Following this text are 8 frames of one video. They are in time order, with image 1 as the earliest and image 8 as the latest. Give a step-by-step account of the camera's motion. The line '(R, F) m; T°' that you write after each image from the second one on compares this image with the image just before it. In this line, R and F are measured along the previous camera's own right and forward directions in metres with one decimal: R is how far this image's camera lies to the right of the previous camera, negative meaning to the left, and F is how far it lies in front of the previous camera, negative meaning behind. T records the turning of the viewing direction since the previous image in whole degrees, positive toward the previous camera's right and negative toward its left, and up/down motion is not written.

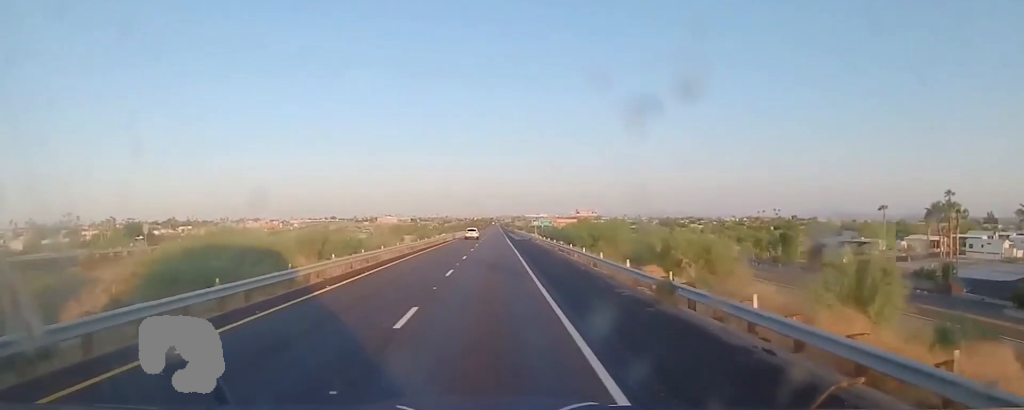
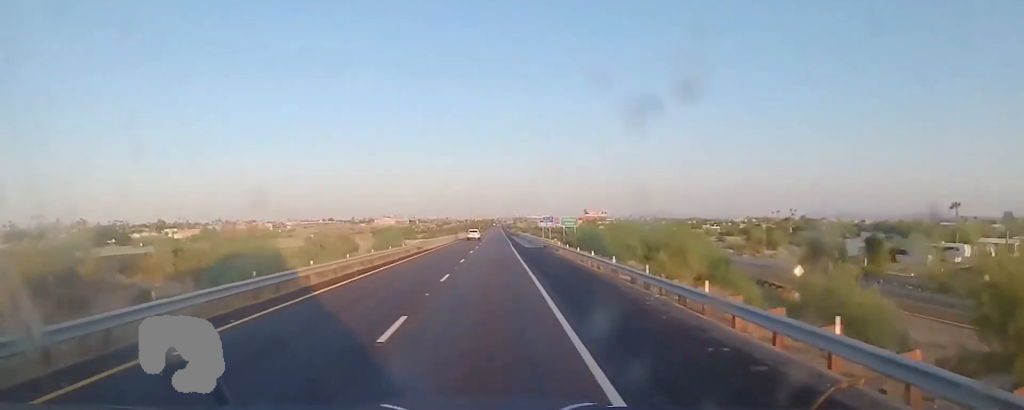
(+0.1, +25.5) m; 0°
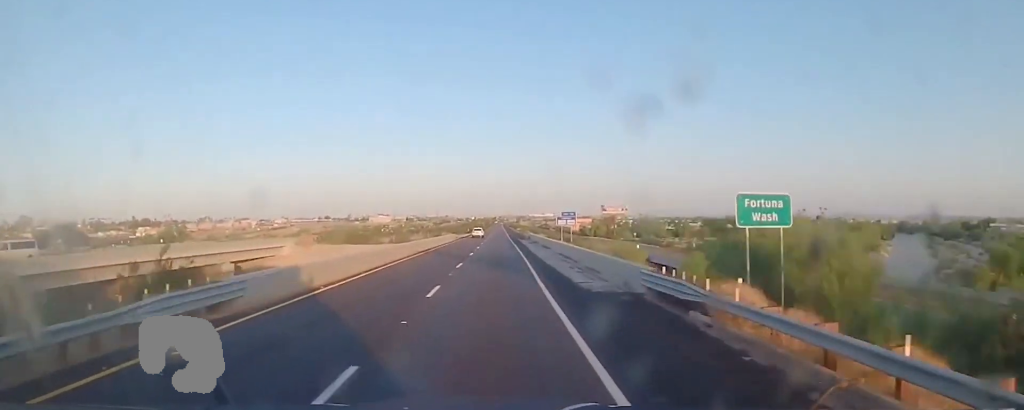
(+0.1, +42.5) m; 0°
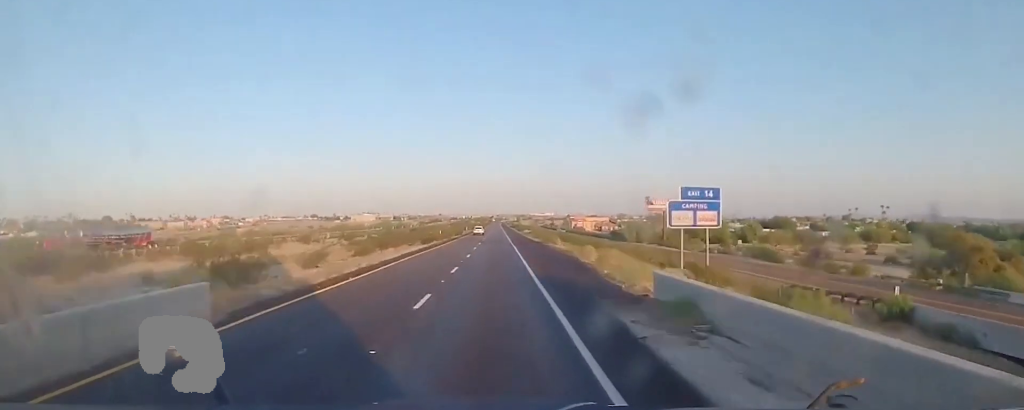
(-0.4, +75.4) m; 0°
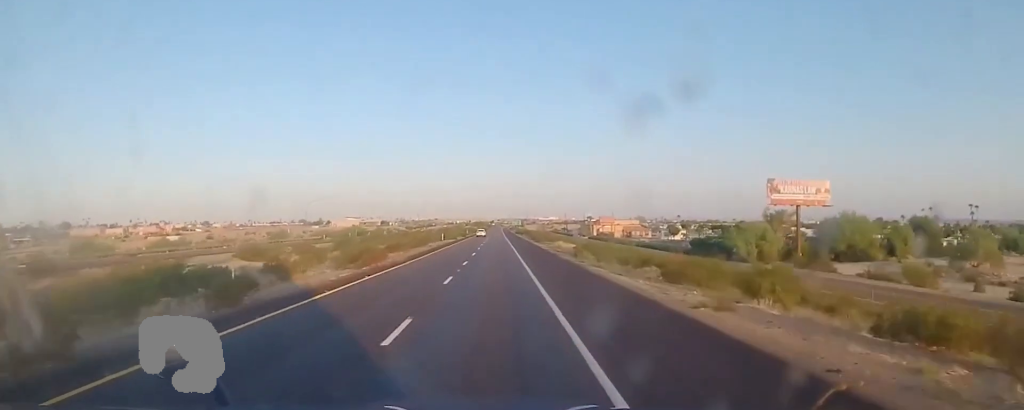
(+0.2, +76.9) m; +1°
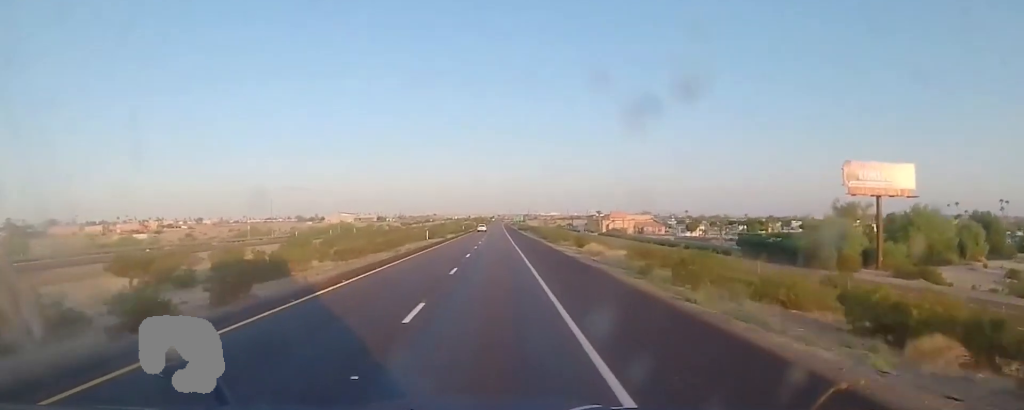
(+0.1, +22.0) m; 0°
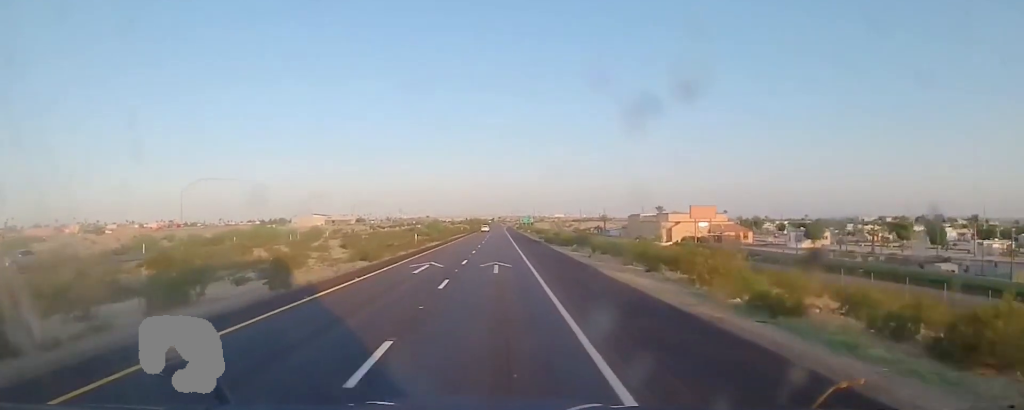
(-0.9, +89.8) m; -1°
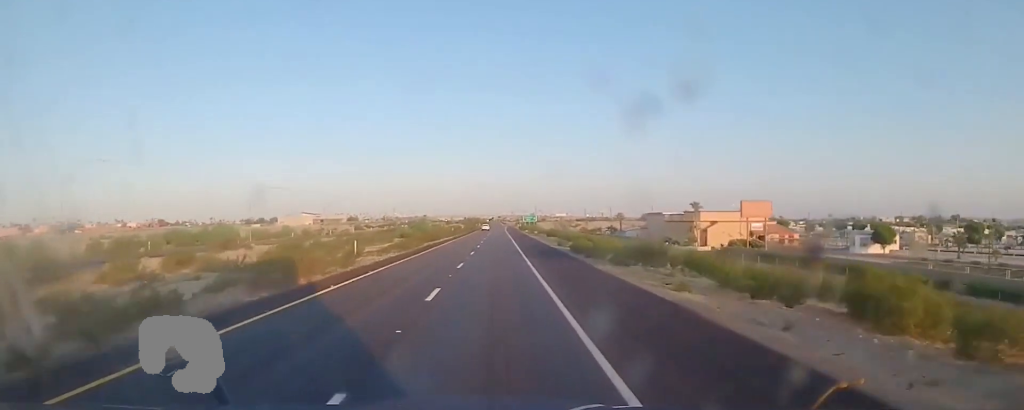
(-0.3, +27.8) m; 0°
